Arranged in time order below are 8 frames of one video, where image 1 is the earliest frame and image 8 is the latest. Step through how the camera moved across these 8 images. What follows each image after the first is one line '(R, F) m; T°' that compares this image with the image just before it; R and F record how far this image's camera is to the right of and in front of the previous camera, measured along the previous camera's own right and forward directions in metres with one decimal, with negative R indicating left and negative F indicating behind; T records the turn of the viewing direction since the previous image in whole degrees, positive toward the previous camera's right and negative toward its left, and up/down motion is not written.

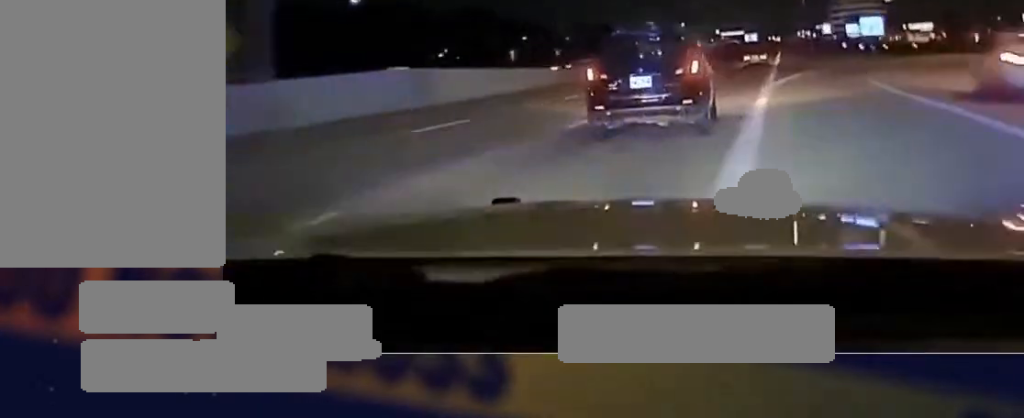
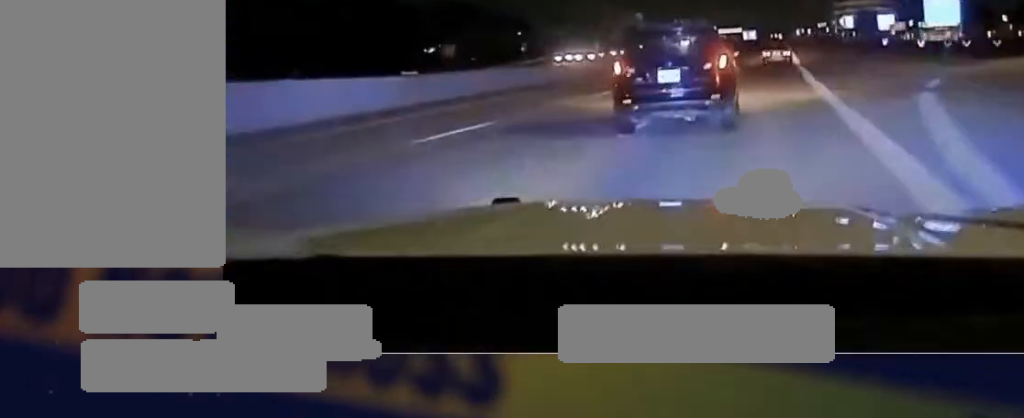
(-0.3, +27.3) m; 0°
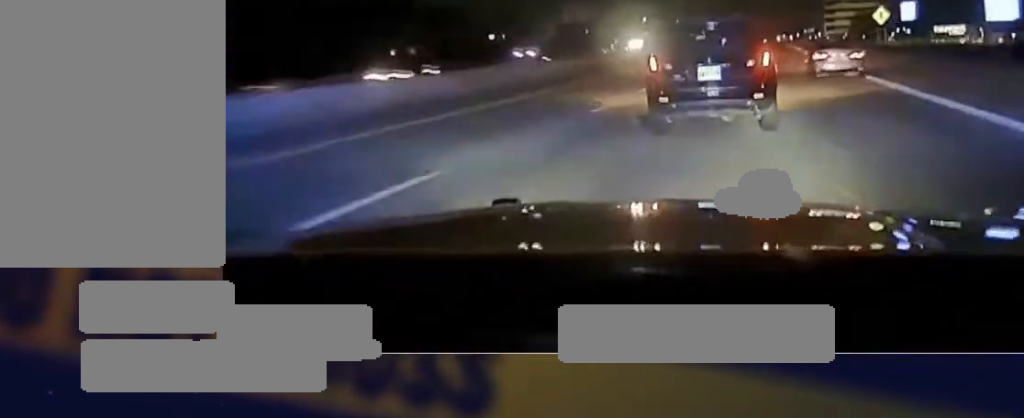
(+0.2, +38.8) m; +1°
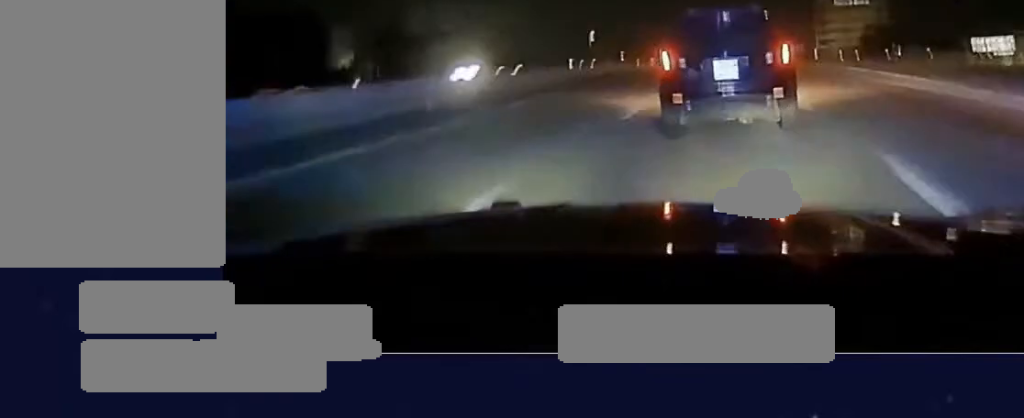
(+1.1, +52.5) m; +2°
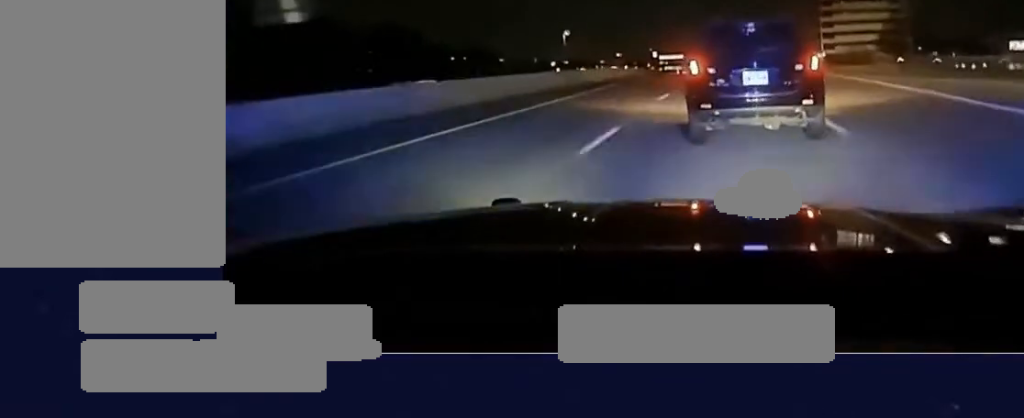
(+0.1, +24.3) m; 0°
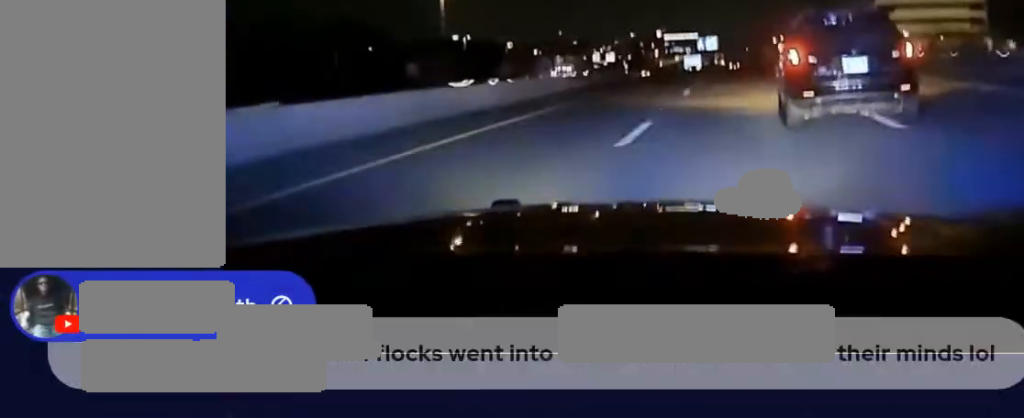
(-0.5, +72.0) m; -2°
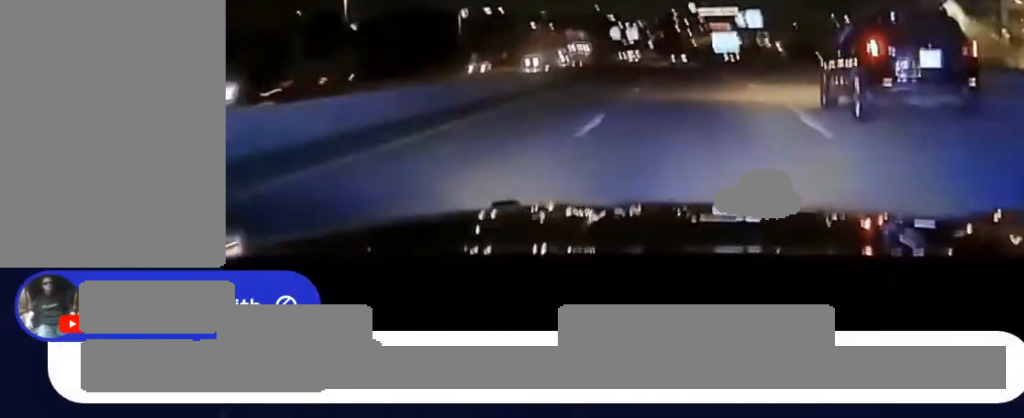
(-1.3, +74.0) m; -2°
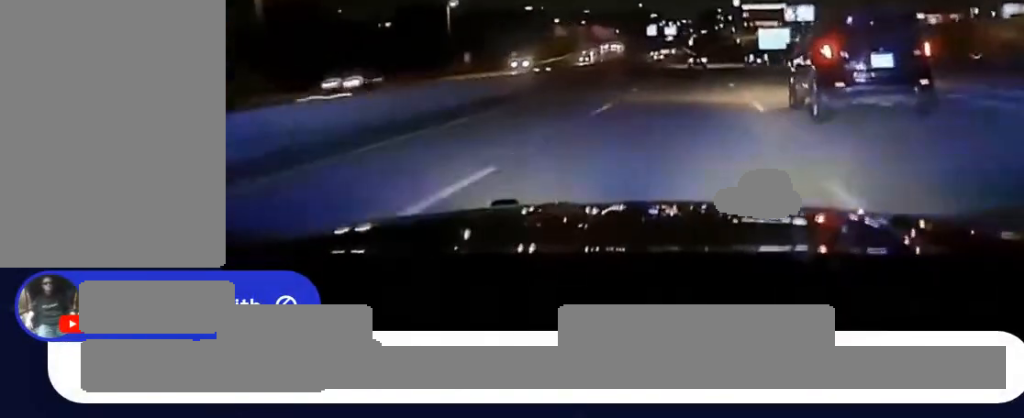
(0.0, +31.9) m; -2°
